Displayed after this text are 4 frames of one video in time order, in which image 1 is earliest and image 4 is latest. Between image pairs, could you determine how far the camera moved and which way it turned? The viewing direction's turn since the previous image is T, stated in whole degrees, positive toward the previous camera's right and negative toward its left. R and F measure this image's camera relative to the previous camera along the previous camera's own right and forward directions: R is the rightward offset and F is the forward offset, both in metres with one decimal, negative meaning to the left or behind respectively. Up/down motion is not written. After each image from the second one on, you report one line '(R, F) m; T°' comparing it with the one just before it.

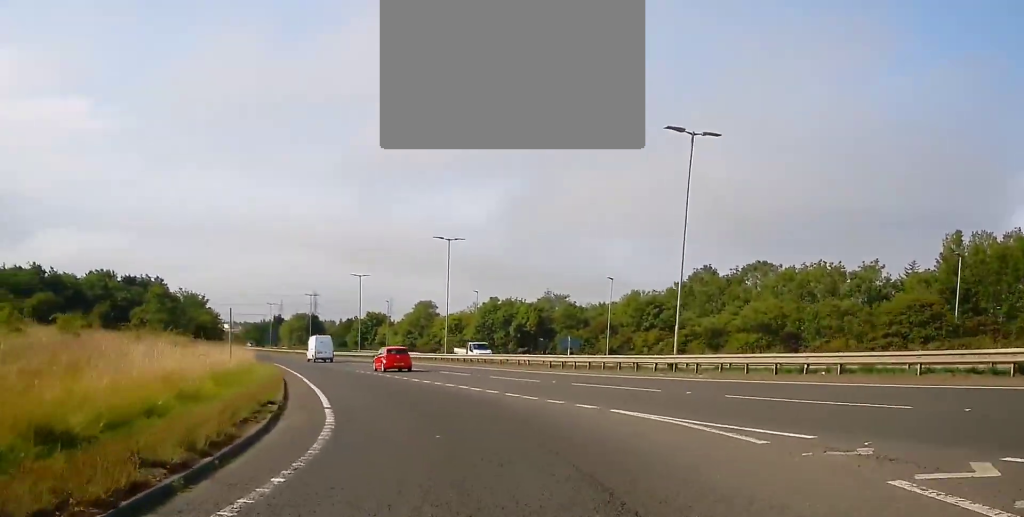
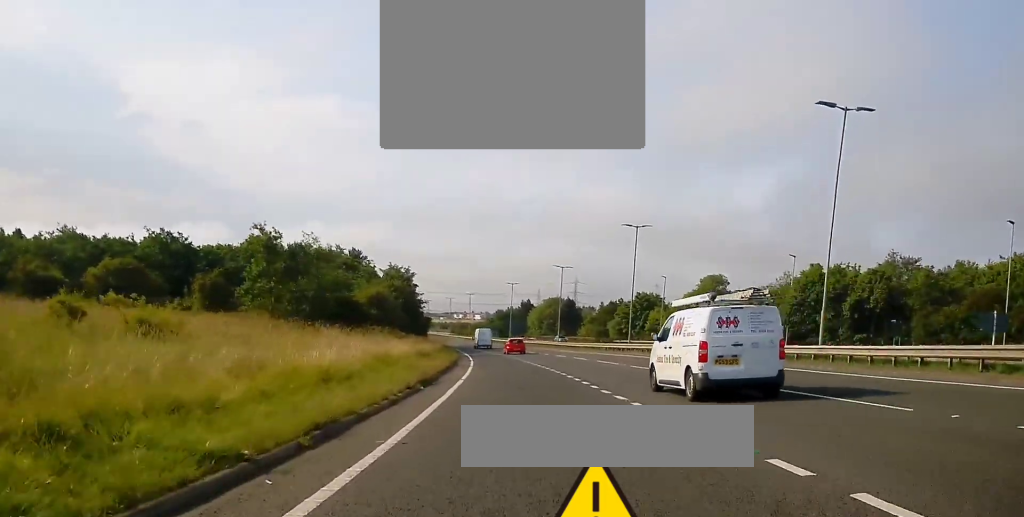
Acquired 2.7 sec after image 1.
(-7.7, +33.6) m; -18°
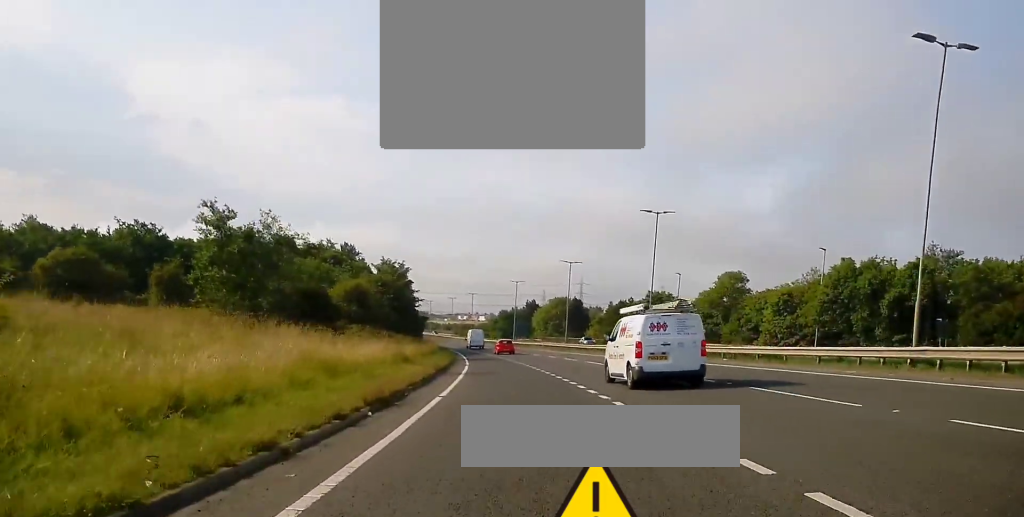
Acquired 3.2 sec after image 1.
(0.0, +7.8) m; 0°
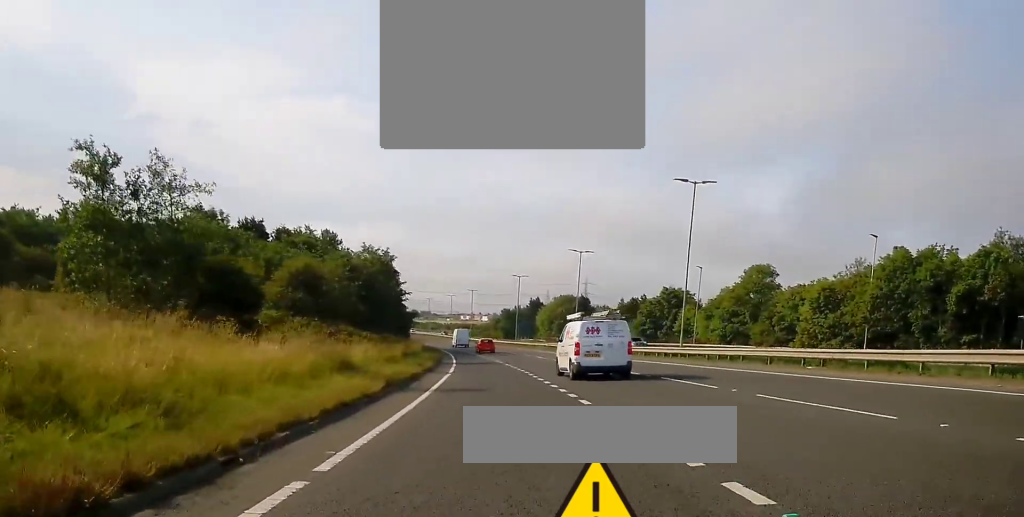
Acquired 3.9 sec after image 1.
(+0.1, +11.2) m; 0°
